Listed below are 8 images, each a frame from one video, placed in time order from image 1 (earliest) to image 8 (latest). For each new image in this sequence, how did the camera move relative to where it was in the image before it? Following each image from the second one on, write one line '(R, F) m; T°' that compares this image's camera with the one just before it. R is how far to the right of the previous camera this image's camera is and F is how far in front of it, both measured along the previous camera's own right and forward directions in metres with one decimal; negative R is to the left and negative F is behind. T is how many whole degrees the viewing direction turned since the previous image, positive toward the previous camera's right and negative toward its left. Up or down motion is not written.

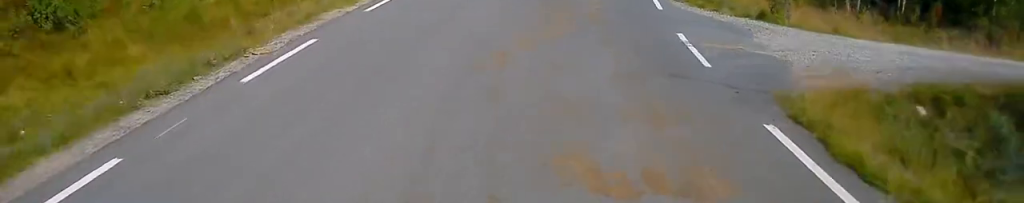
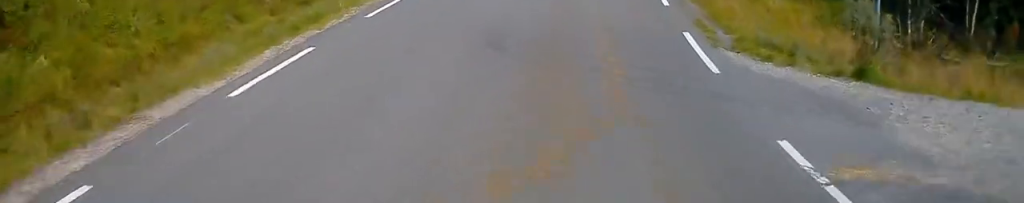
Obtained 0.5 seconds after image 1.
(+0.3, +6.5) m; +1°
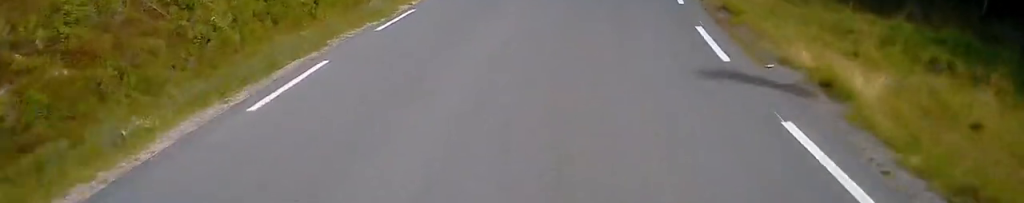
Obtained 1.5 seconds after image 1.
(+0.2, +11.8) m; +1°
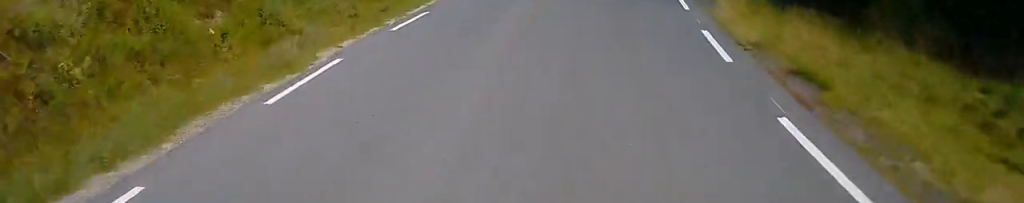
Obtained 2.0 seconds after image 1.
(0.0, +5.5) m; 0°
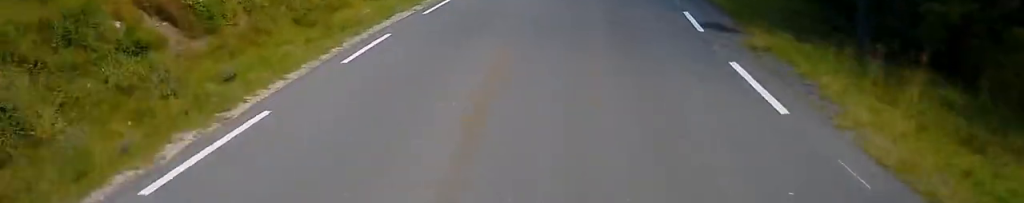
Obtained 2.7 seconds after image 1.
(0.0, +8.9) m; +4°
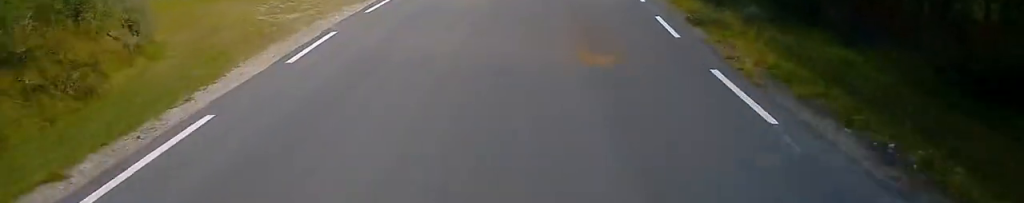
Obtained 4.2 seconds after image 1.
(+1.6, +18.3) m; +7°
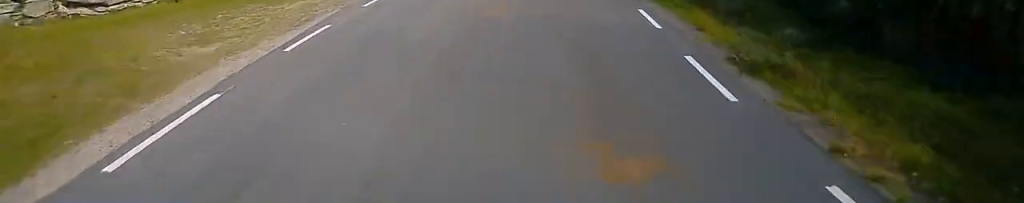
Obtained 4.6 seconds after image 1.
(-0.1, +5.0) m; +1°
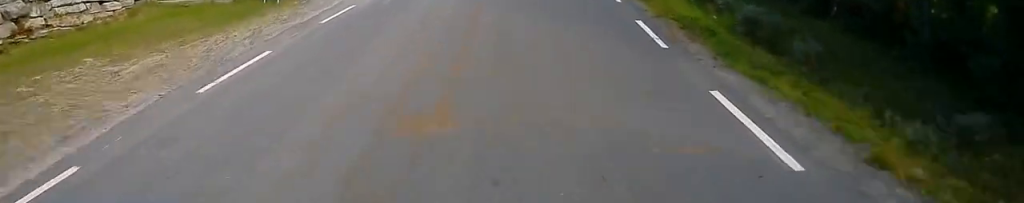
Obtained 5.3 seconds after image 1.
(+0.2, +8.7) m; +1°
